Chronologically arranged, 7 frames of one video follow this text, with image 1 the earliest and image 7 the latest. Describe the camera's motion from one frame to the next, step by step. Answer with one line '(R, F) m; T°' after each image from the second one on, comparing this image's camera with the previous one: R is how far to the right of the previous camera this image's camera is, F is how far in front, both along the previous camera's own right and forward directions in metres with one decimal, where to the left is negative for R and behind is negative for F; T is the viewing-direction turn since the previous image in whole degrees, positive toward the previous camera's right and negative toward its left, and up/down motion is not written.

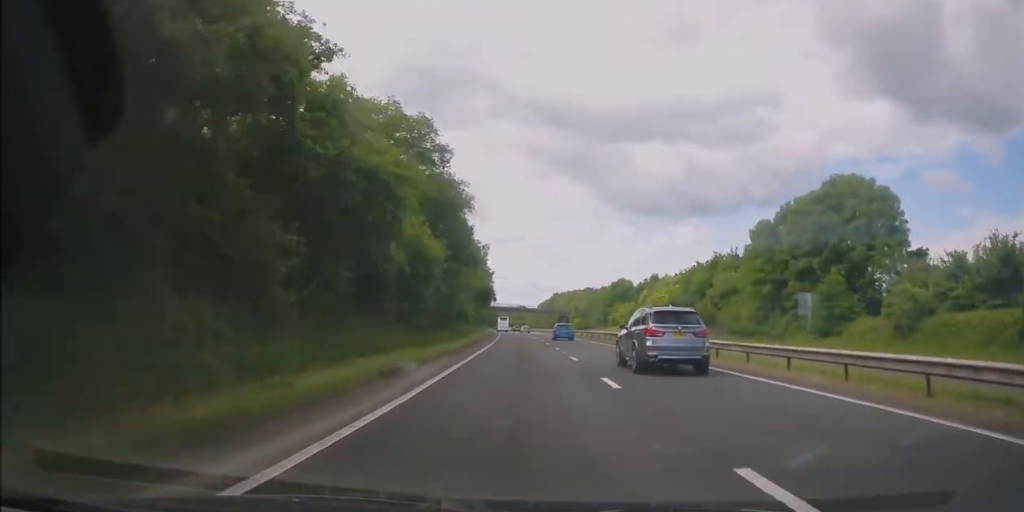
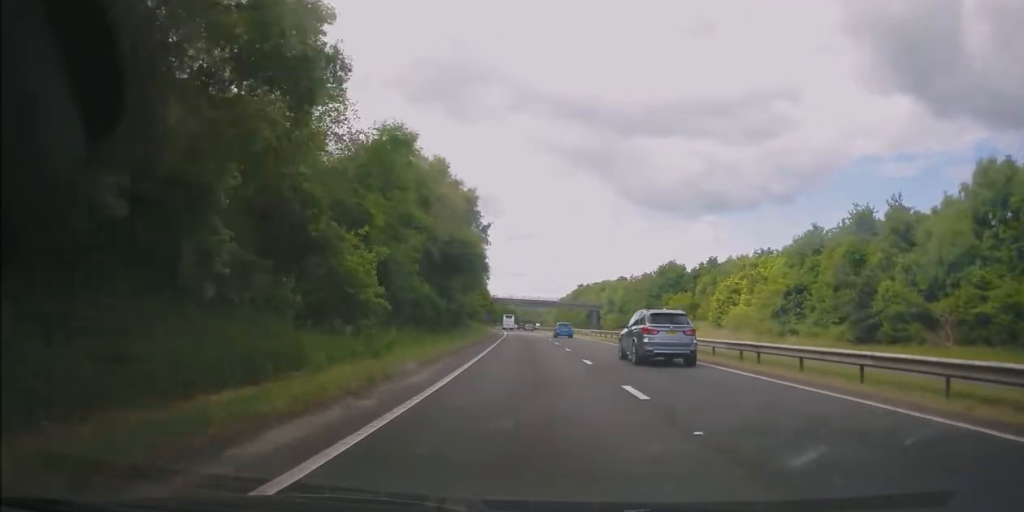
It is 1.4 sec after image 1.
(-0.4, +38.7) m; -1°
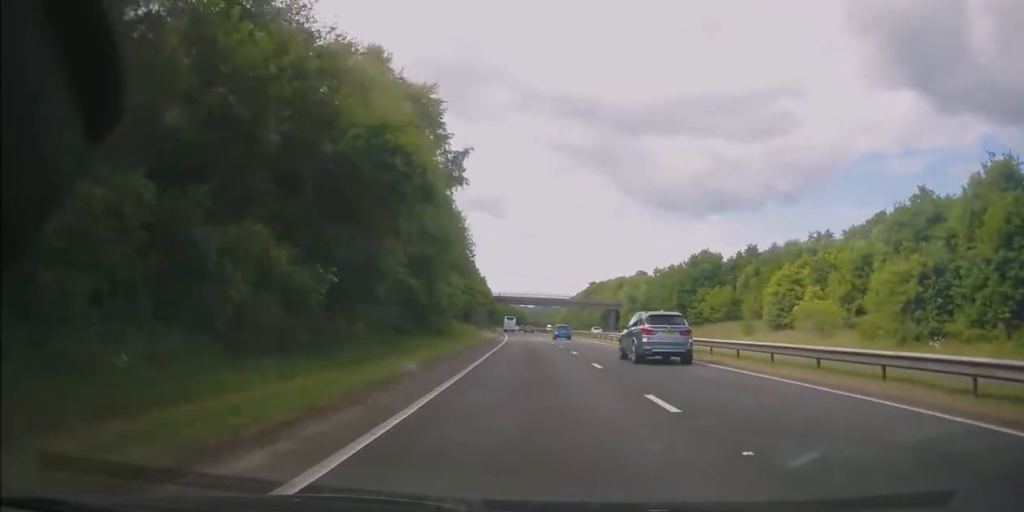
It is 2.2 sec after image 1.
(0.0, +19.9) m; -1°
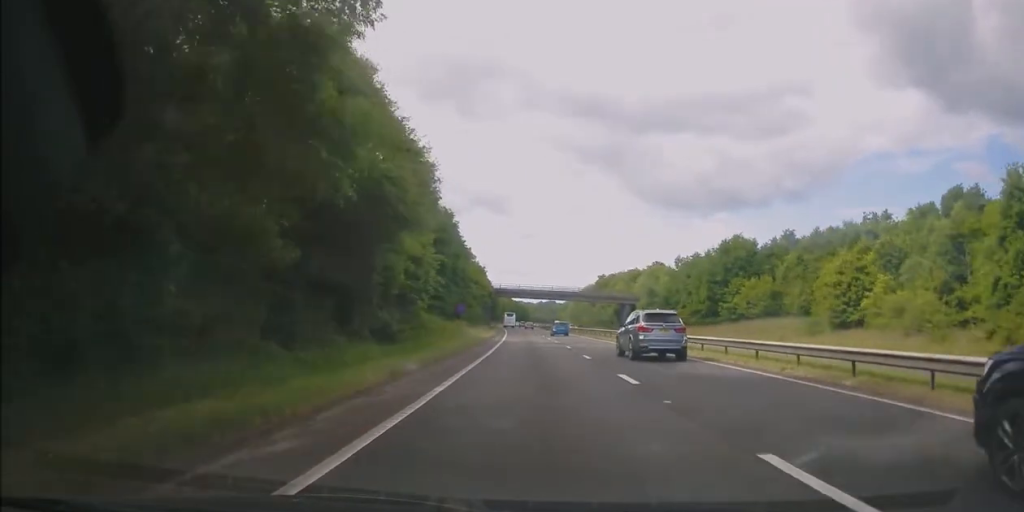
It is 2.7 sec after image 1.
(0.0, +14.5) m; -1°
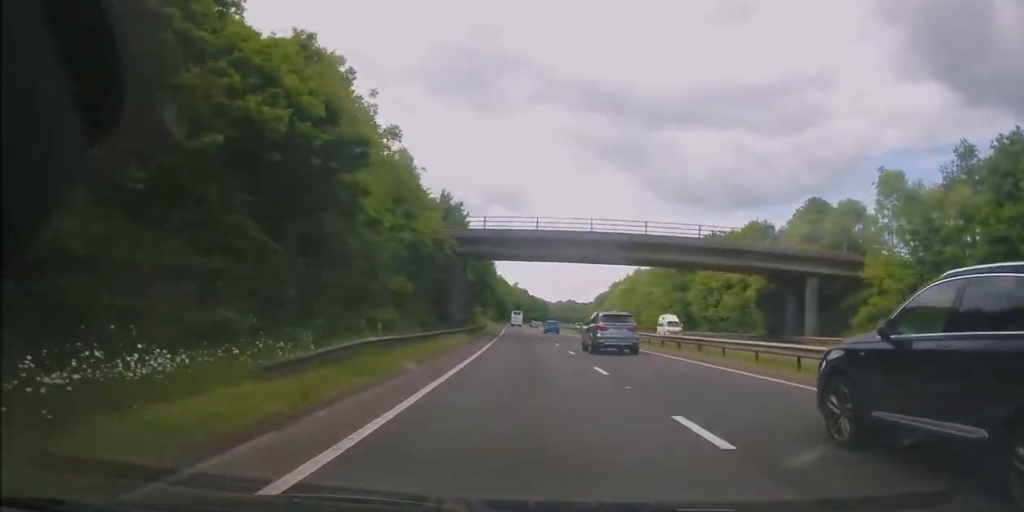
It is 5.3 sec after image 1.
(-1.6, +70.8) m; -2°
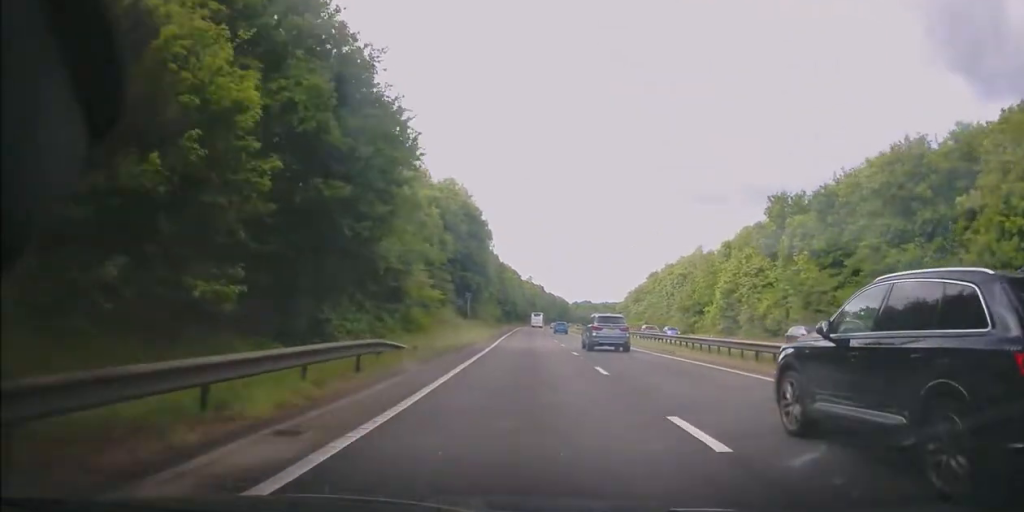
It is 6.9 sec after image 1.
(-0.4, +46.3) m; -1°
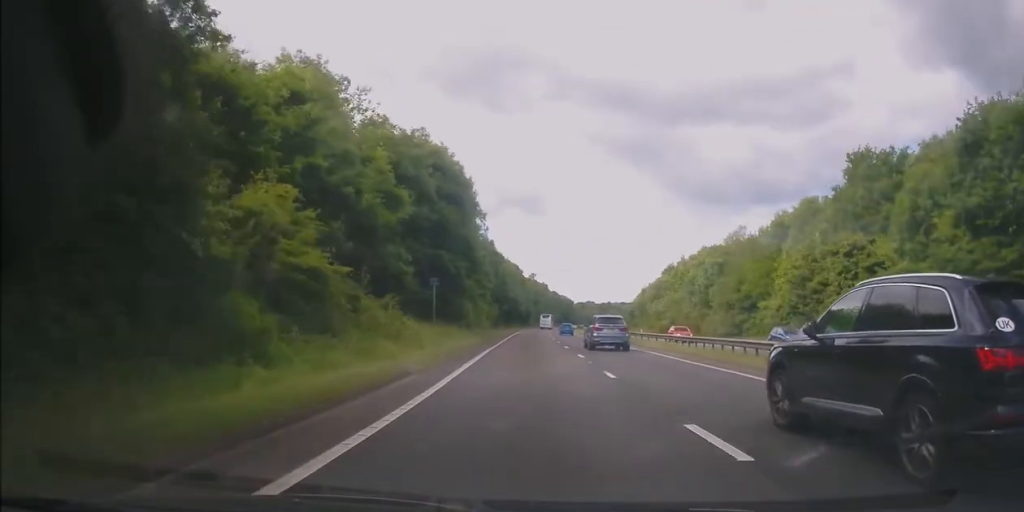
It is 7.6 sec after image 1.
(-0.1, +19.0) m; 0°
